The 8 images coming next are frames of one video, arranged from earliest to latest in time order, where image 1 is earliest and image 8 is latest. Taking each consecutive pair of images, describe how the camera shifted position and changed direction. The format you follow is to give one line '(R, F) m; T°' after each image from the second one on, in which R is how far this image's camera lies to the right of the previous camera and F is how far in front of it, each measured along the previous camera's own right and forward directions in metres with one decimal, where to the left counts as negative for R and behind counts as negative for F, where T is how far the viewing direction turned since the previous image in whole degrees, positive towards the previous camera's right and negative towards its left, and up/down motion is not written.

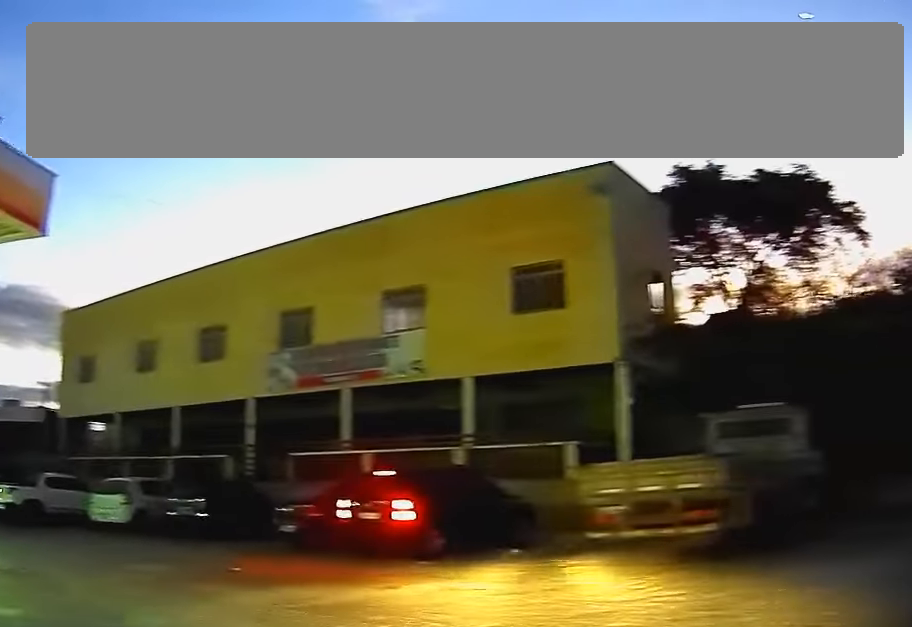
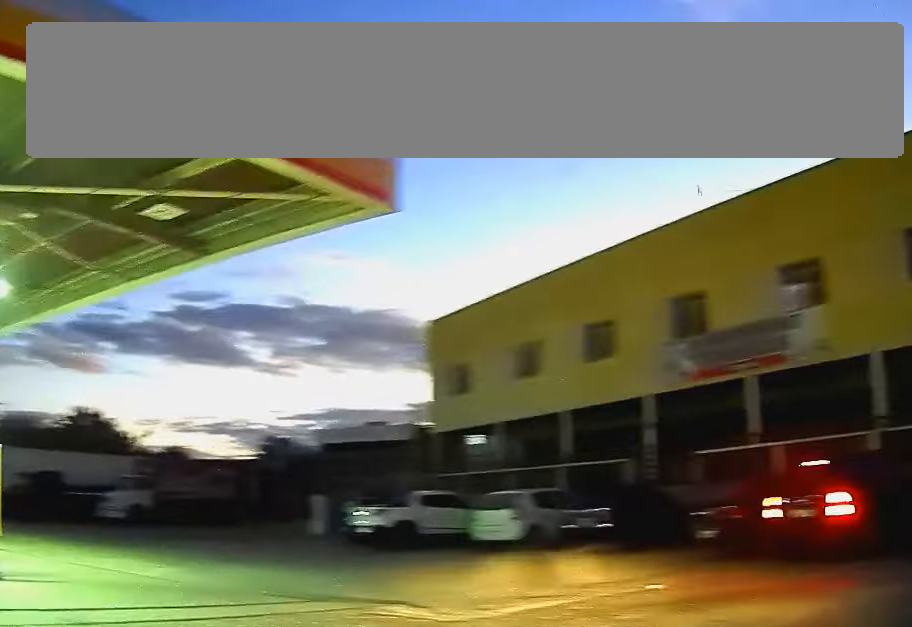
(-0.4, +2.1) m; -35°
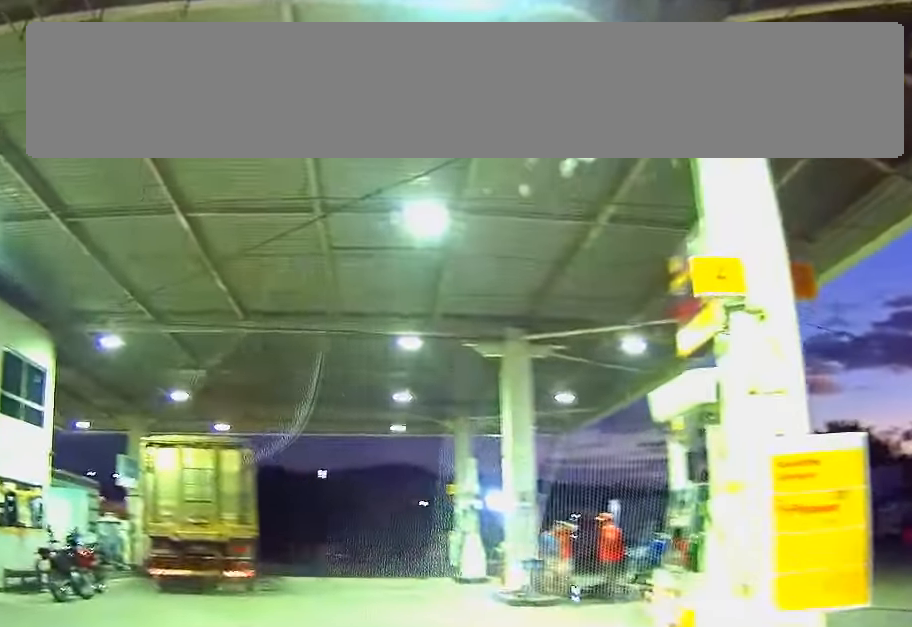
(-2.5, +3.5) m; -45°
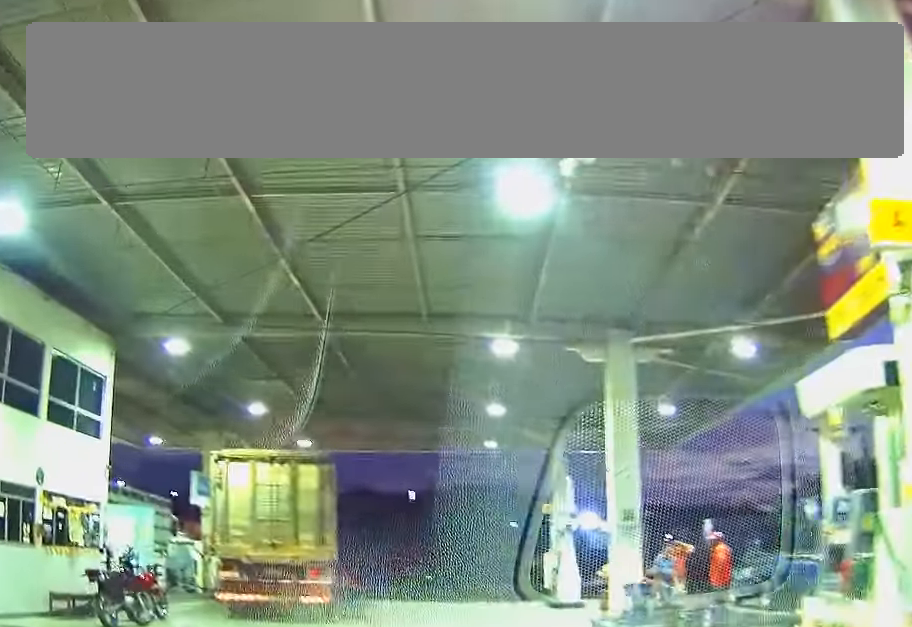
(0.0, +1.3) m; -1°
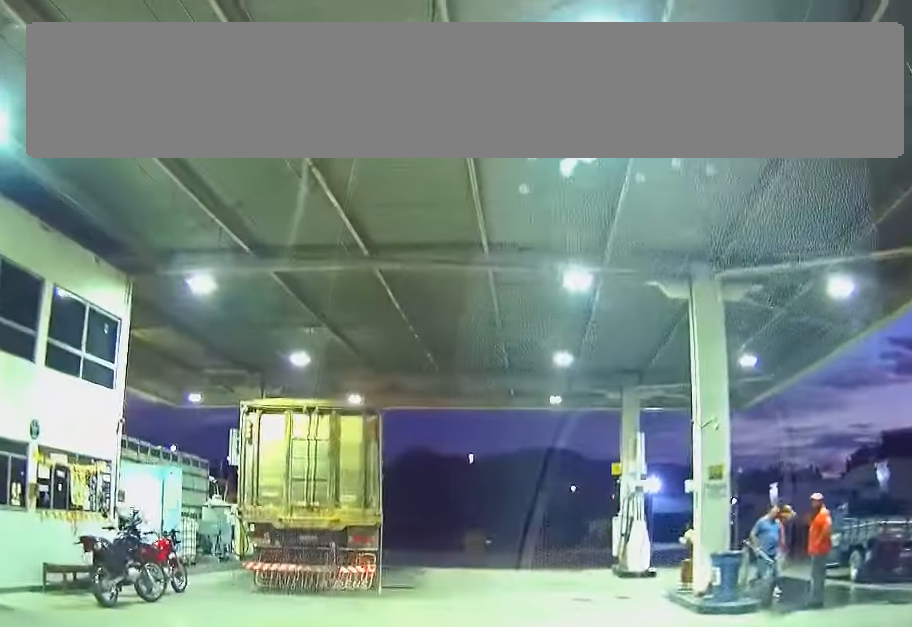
(0.0, +1.7) m; 0°
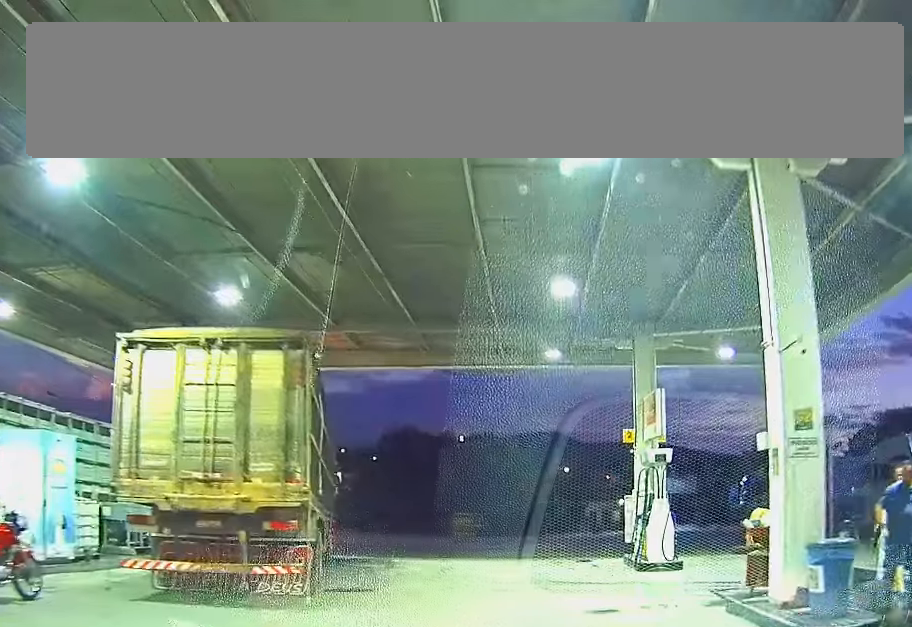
(0.0, +3.5) m; 0°
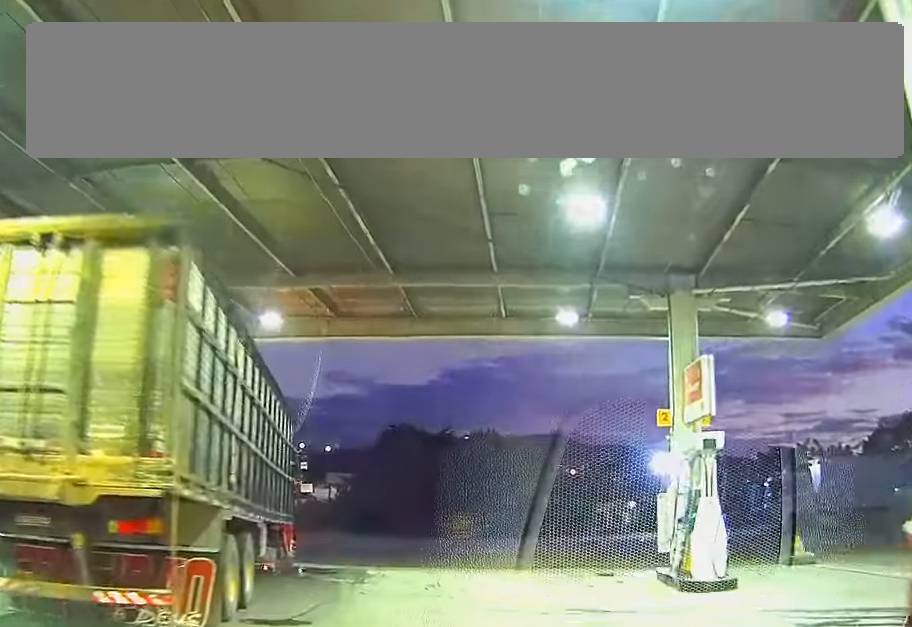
(0.0, +2.7) m; 0°
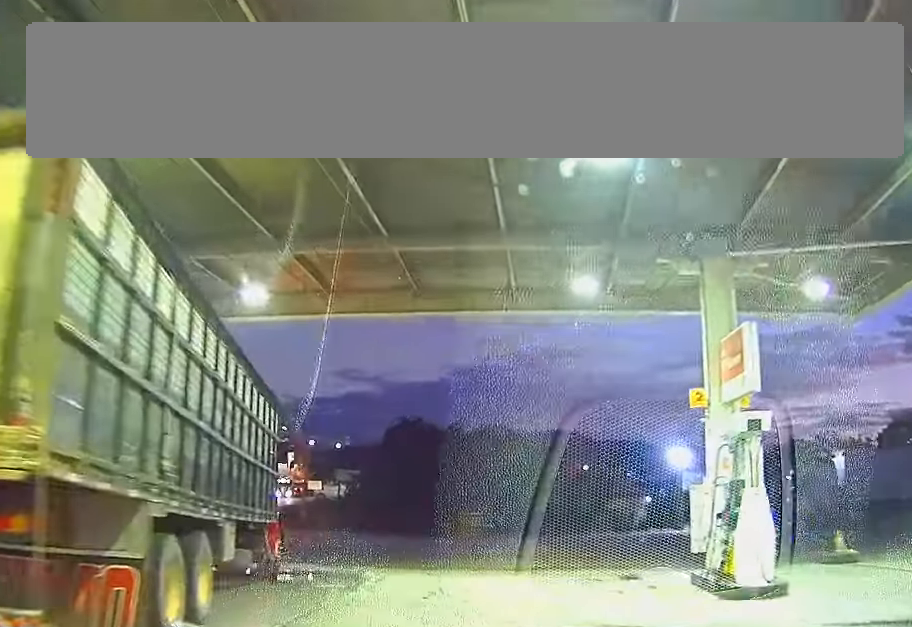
(0.0, +1.2) m; 0°
